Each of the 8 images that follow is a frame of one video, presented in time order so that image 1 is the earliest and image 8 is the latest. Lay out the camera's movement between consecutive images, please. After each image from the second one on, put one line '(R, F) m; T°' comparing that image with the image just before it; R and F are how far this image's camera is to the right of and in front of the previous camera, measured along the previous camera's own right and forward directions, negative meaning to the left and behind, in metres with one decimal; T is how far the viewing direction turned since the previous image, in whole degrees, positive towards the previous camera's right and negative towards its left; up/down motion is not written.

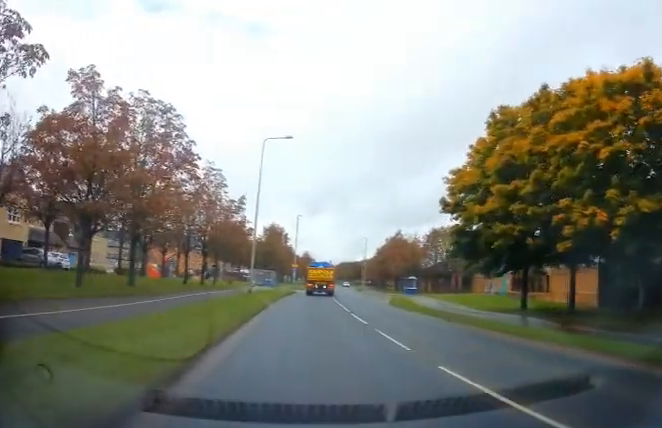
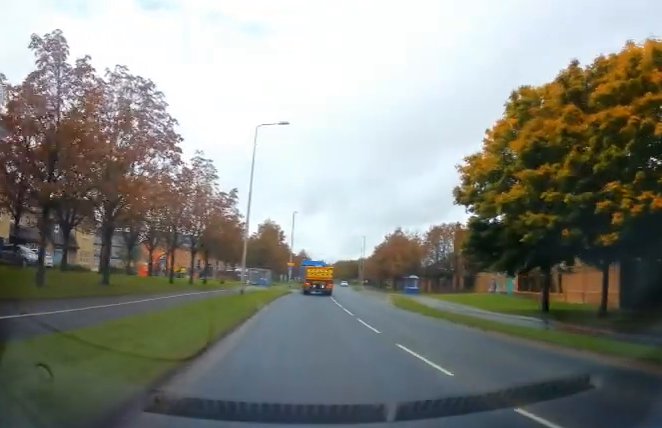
(0.0, +2.6) m; +1°
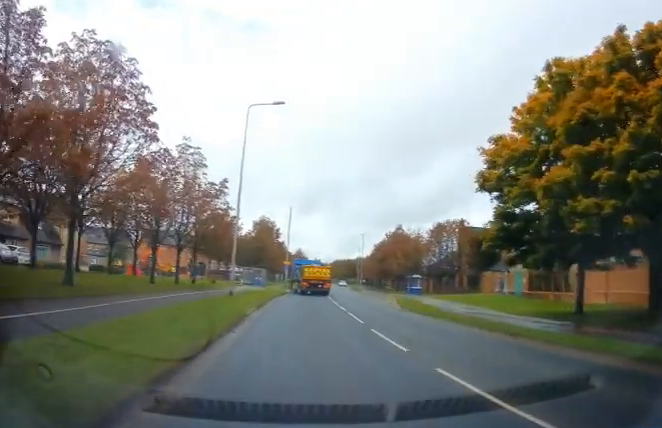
(+0.2, +3.3) m; +1°
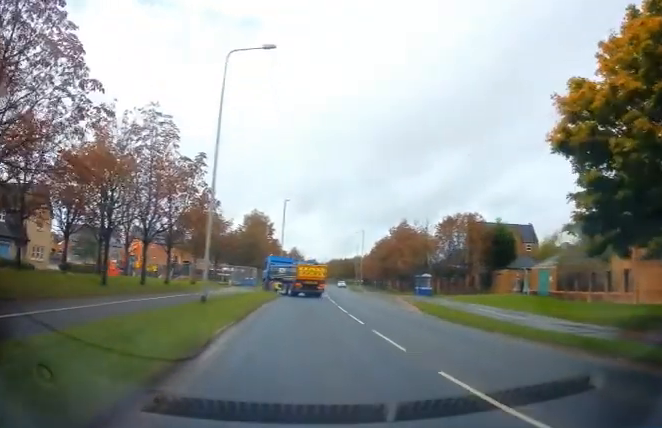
(-0.2, +6.2) m; -3°
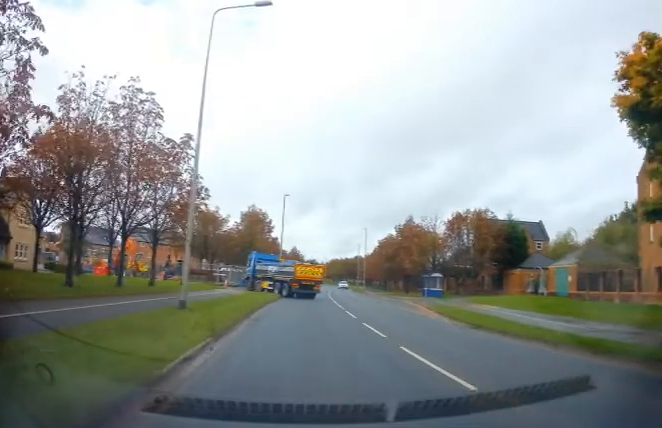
(0.0, +3.2) m; 0°
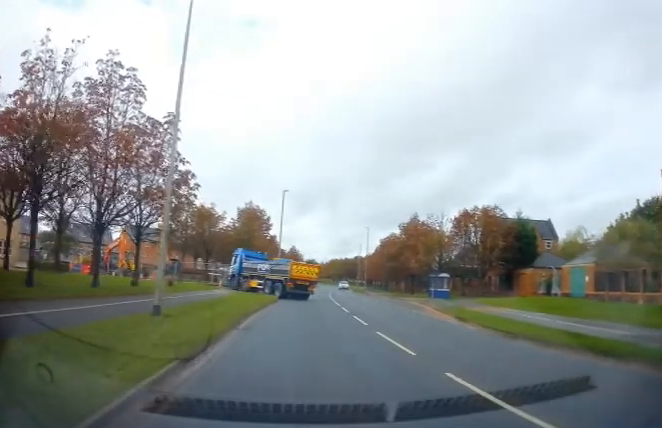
(0.0, +2.7) m; 0°
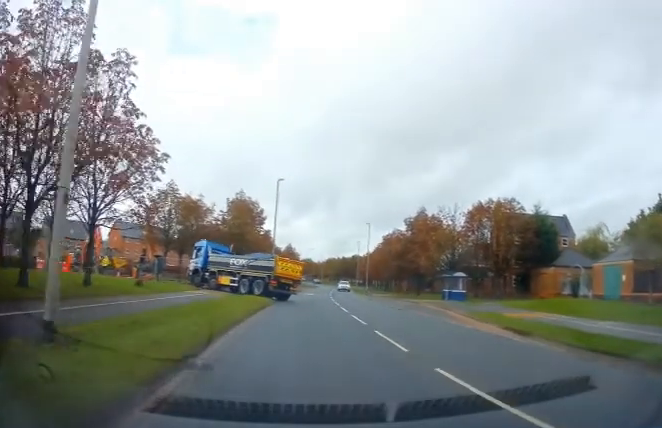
(0.0, +5.3) m; 0°
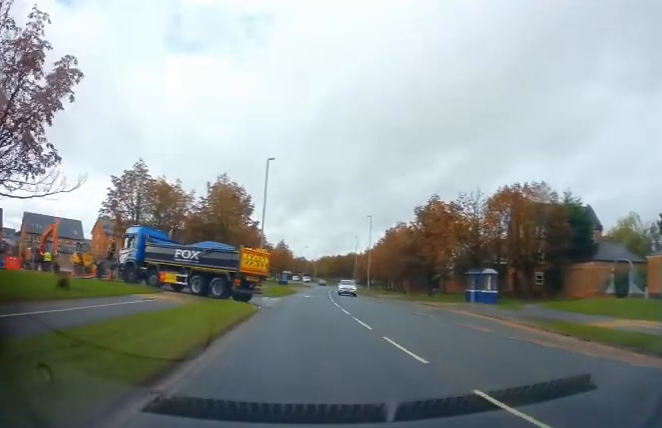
(+0.2, +7.6) m; +3°
